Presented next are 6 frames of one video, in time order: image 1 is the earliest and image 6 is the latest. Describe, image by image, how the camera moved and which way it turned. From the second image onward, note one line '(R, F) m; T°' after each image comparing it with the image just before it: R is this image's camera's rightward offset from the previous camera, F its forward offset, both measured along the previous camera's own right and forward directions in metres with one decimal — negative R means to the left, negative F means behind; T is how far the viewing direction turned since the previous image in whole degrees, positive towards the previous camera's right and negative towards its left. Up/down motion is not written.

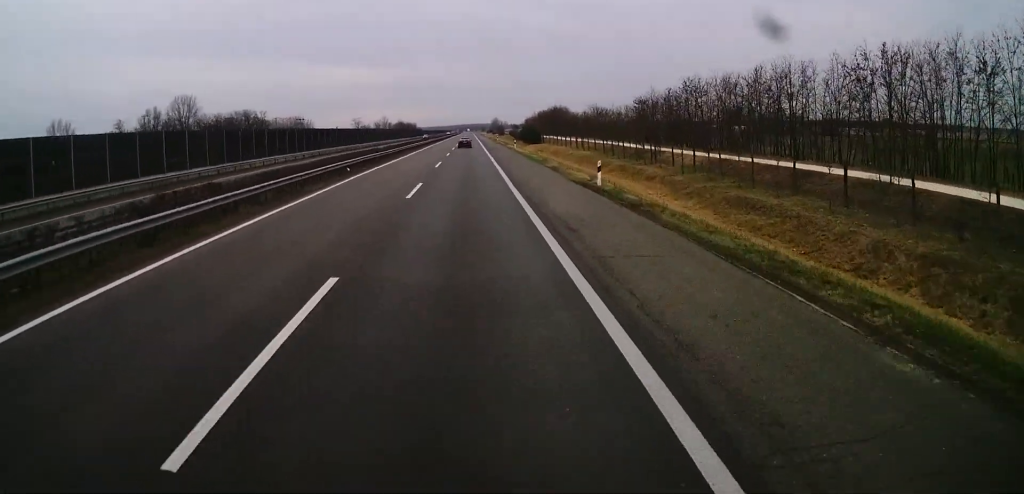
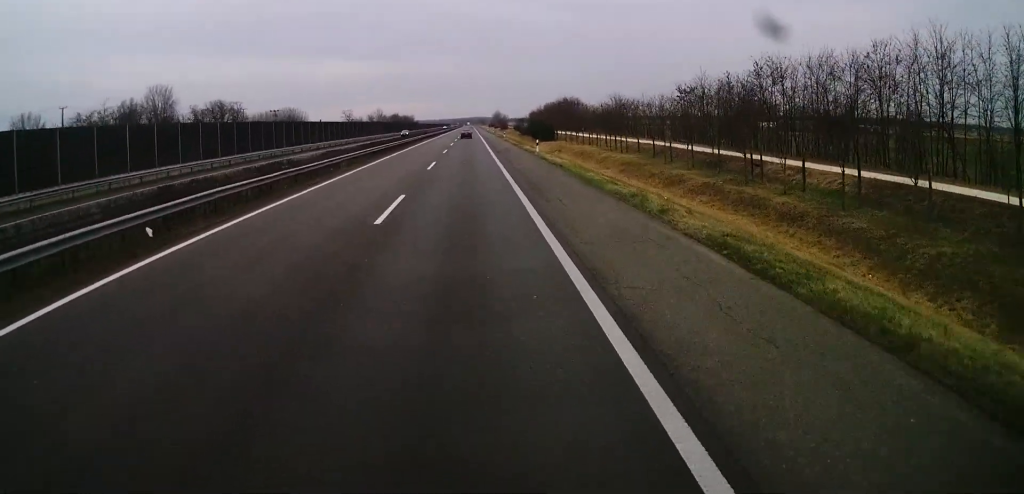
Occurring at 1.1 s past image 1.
(0.0, +25.4) m; 0°
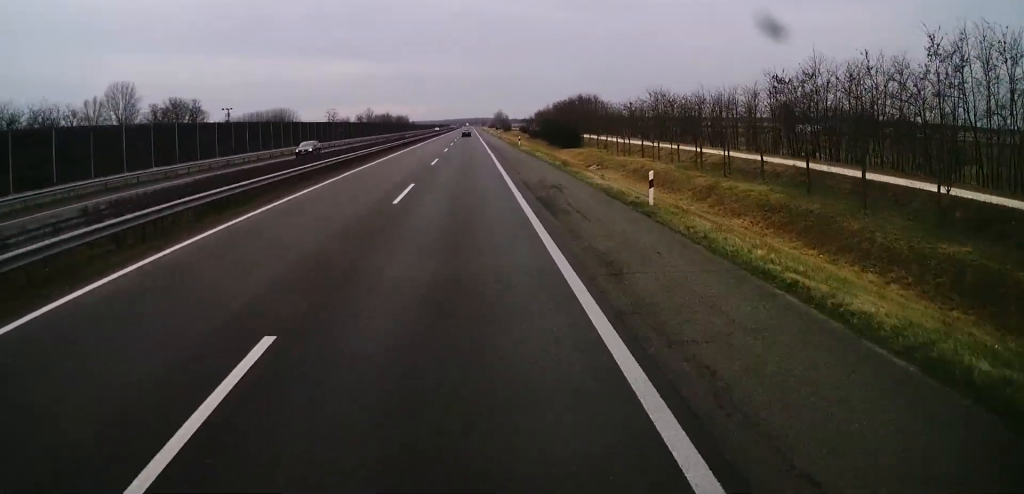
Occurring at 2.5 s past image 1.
(0.0, +32.4) m; 0°
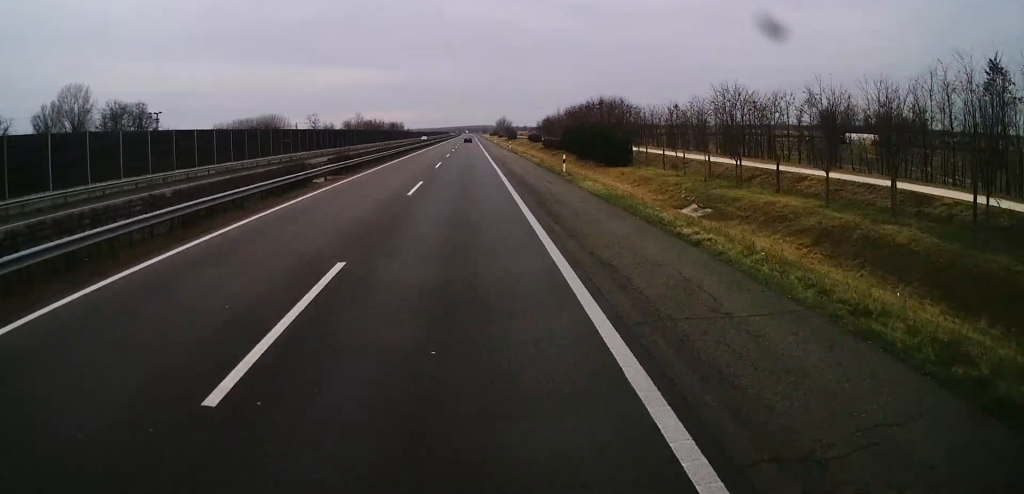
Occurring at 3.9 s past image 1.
(0.0, +32.5) m; 0°
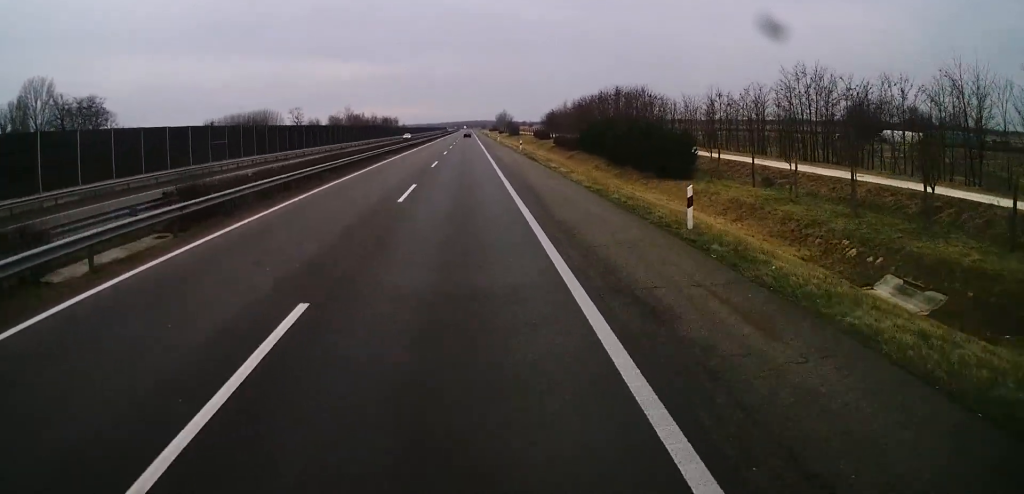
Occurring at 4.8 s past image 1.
(0.0, +20.9) m; 0°
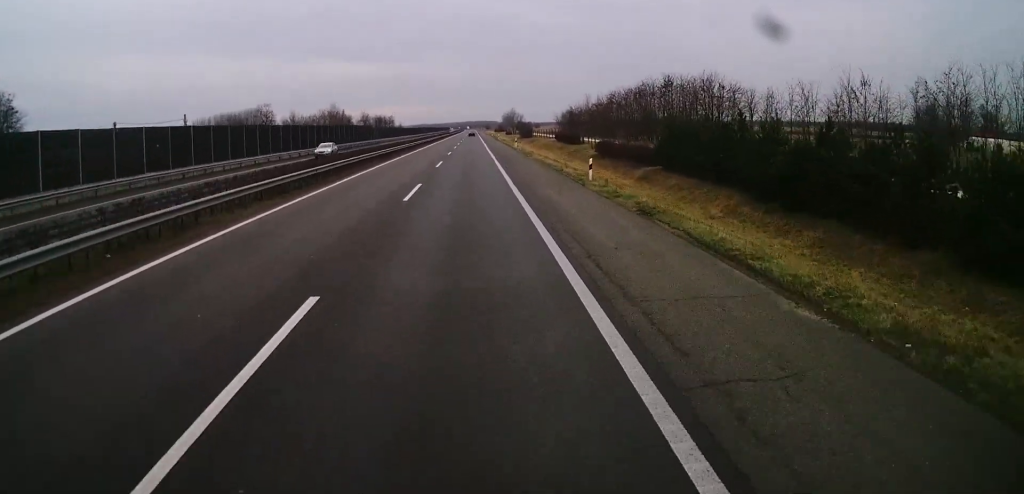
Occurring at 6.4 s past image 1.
(+0.1, +36.2) m; +1°
